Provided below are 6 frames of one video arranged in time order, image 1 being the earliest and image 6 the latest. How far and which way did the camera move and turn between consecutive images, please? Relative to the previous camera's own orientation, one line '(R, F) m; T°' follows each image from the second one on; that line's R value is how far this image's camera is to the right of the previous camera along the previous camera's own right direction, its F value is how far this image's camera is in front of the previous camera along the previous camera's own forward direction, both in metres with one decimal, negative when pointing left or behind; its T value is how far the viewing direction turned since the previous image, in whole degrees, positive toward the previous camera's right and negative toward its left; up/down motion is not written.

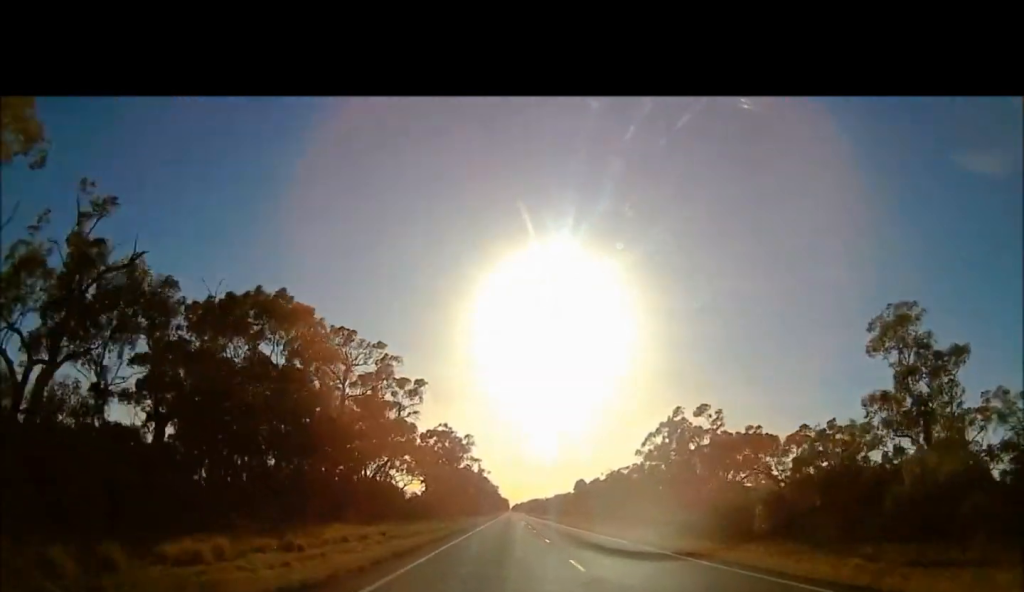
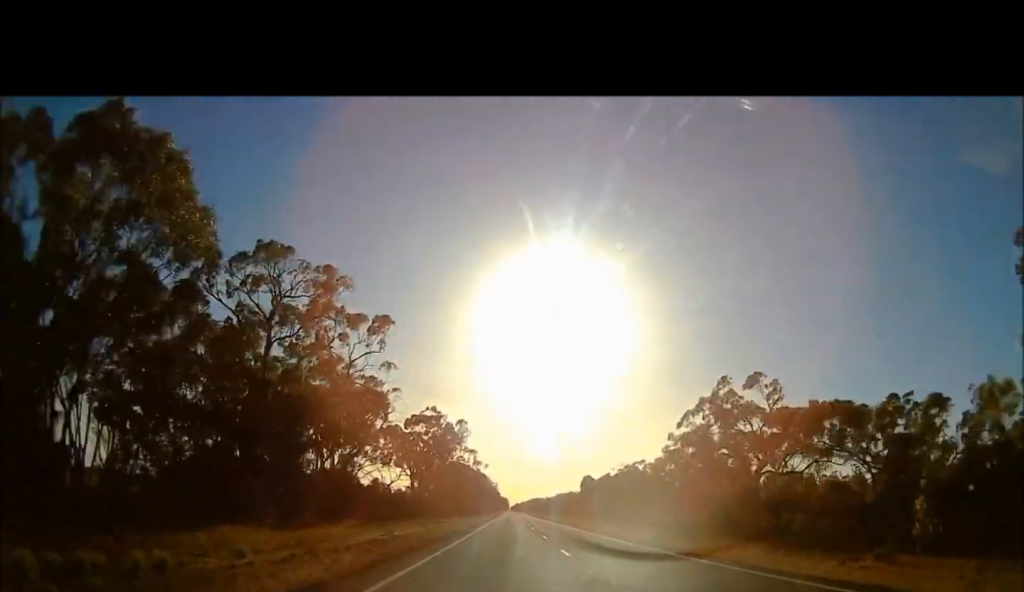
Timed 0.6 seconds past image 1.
(0.0, +19.0) m; 0°
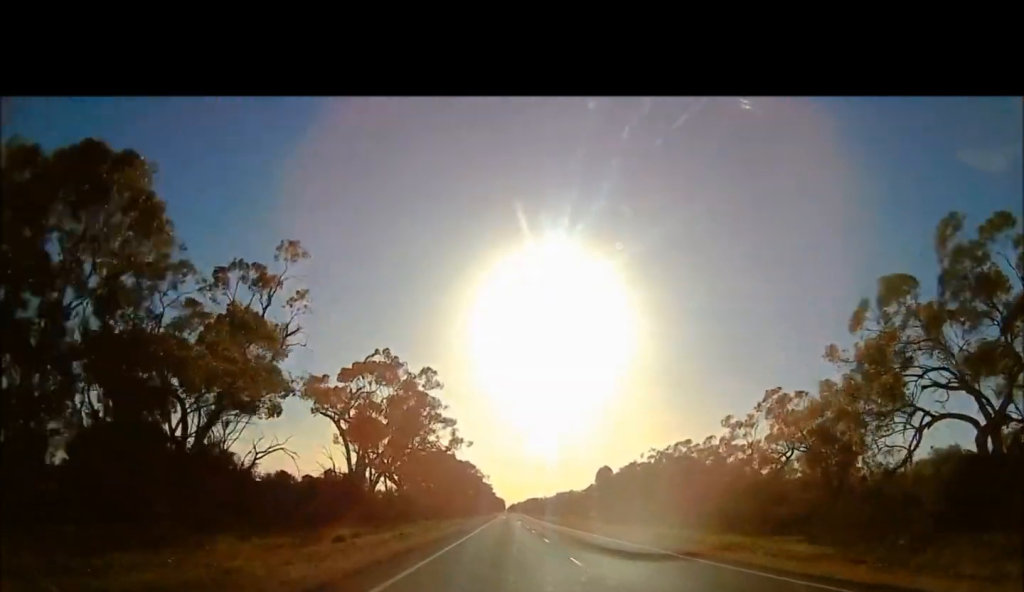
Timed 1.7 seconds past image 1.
(+0.1, +39.5) m; 0°
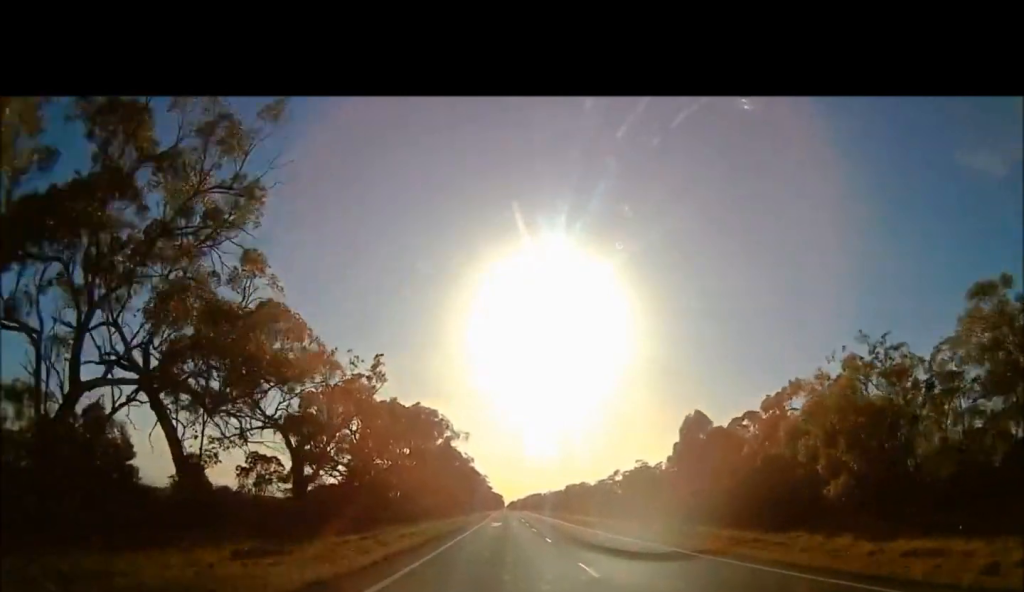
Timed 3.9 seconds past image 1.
(-0.1, +72.7) m; -1°
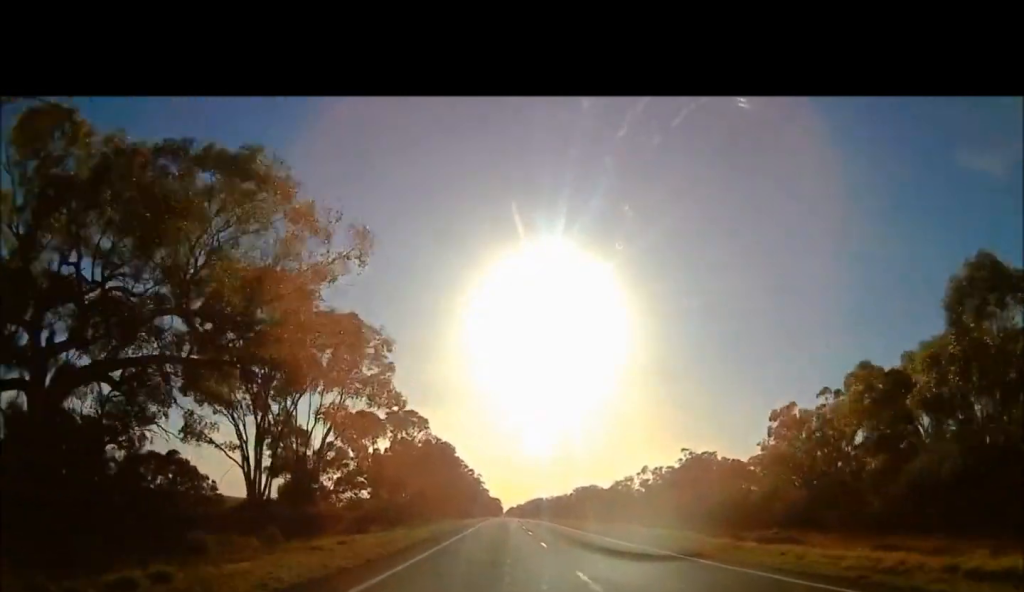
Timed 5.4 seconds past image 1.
(+0.1, +43.7) m; +1°
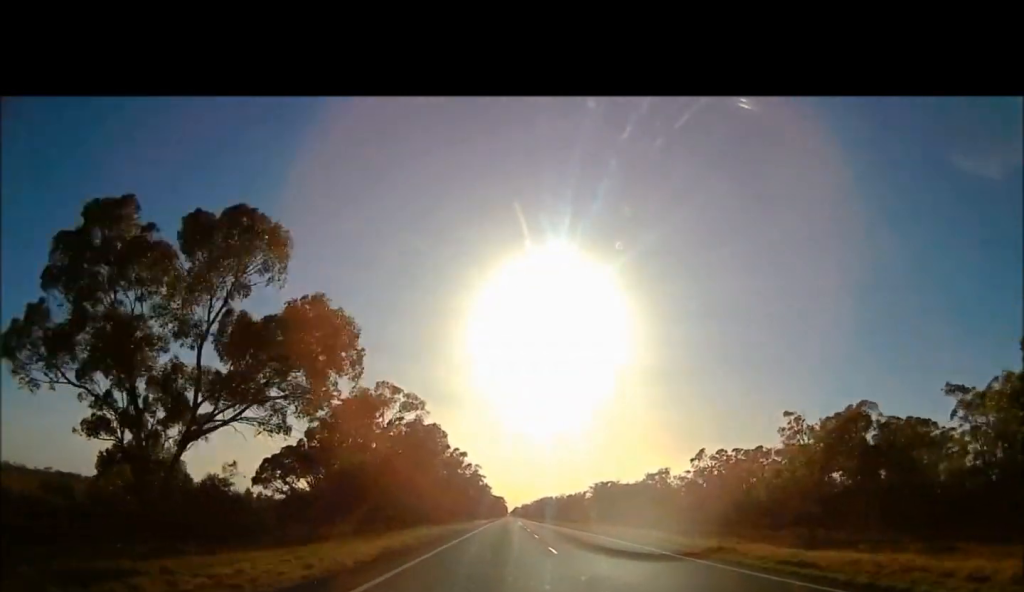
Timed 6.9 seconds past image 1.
(+0.3, +41.8) m; +1°
